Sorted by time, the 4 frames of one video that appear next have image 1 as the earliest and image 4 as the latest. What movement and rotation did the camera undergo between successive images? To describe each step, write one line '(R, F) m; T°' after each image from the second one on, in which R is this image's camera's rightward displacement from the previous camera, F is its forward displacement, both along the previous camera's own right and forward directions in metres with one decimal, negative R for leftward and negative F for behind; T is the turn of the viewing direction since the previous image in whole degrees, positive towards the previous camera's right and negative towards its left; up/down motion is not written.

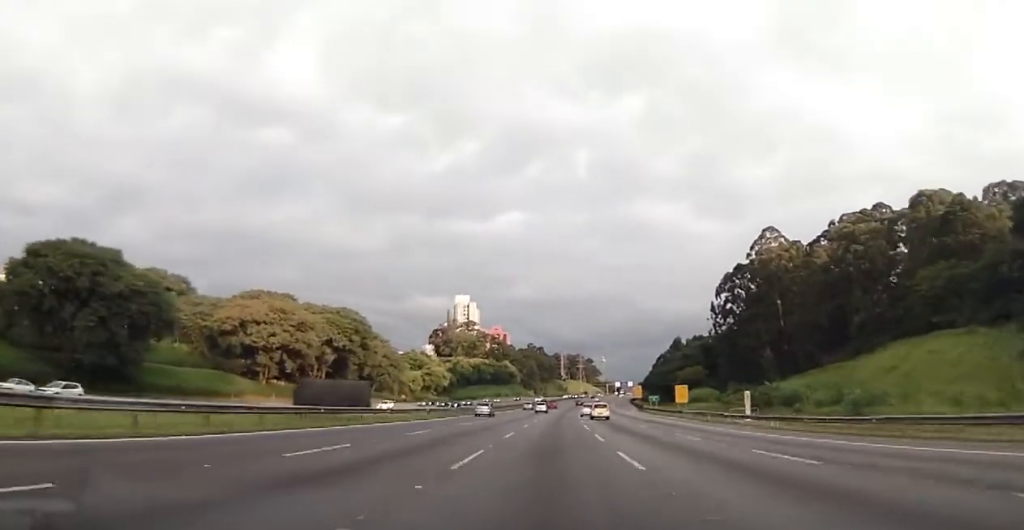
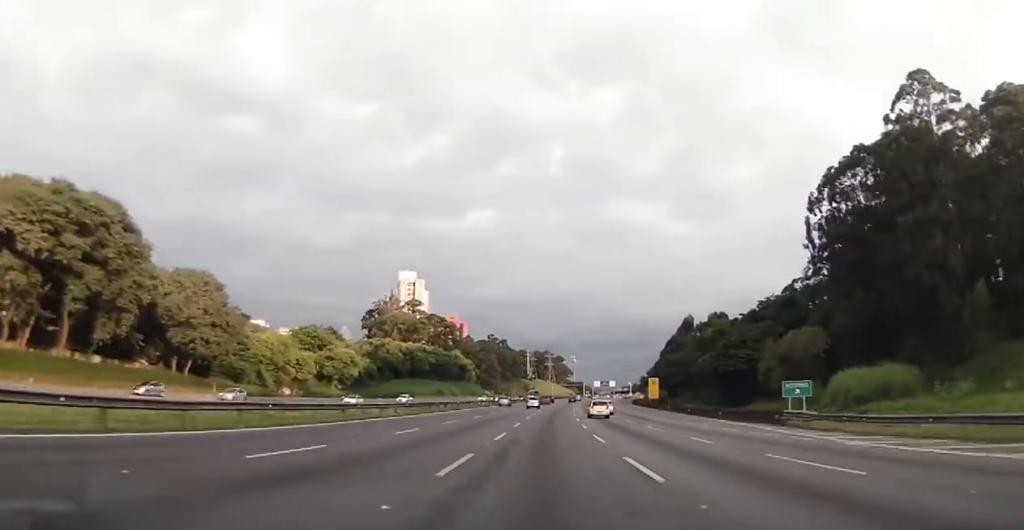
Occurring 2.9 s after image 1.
(+2.8, +88.8) m; +3°
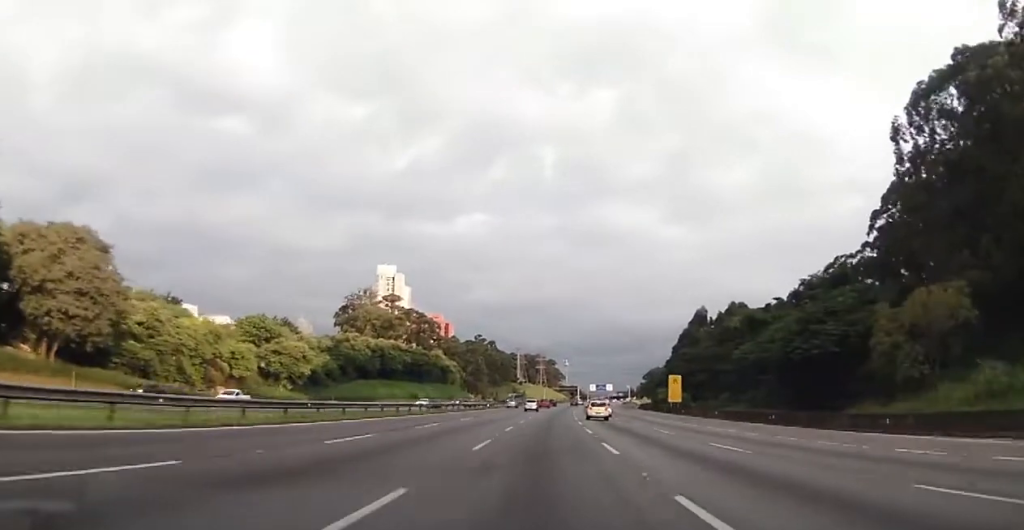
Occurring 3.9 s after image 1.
(-0.3, +31.4) m; 0°
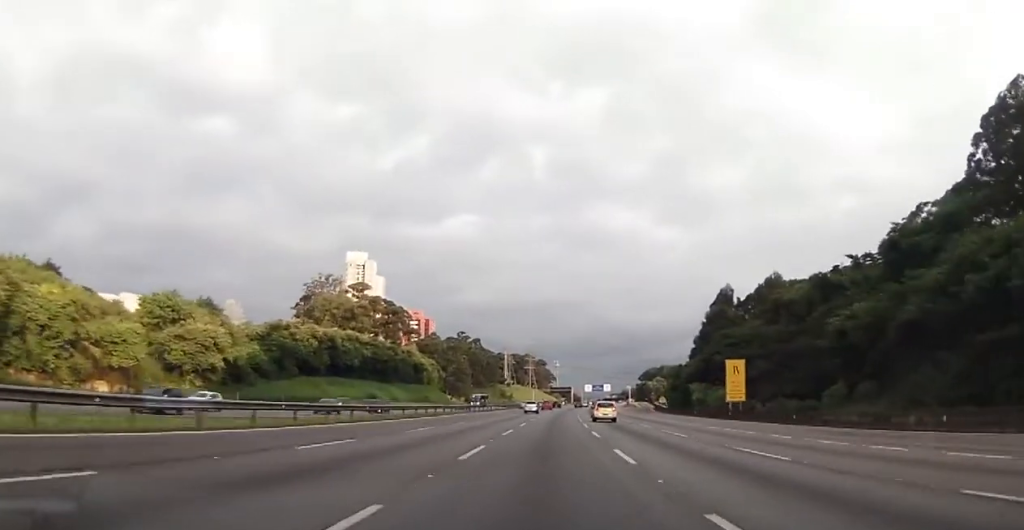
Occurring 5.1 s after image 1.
(+0.5, +39.0) m; +1°
